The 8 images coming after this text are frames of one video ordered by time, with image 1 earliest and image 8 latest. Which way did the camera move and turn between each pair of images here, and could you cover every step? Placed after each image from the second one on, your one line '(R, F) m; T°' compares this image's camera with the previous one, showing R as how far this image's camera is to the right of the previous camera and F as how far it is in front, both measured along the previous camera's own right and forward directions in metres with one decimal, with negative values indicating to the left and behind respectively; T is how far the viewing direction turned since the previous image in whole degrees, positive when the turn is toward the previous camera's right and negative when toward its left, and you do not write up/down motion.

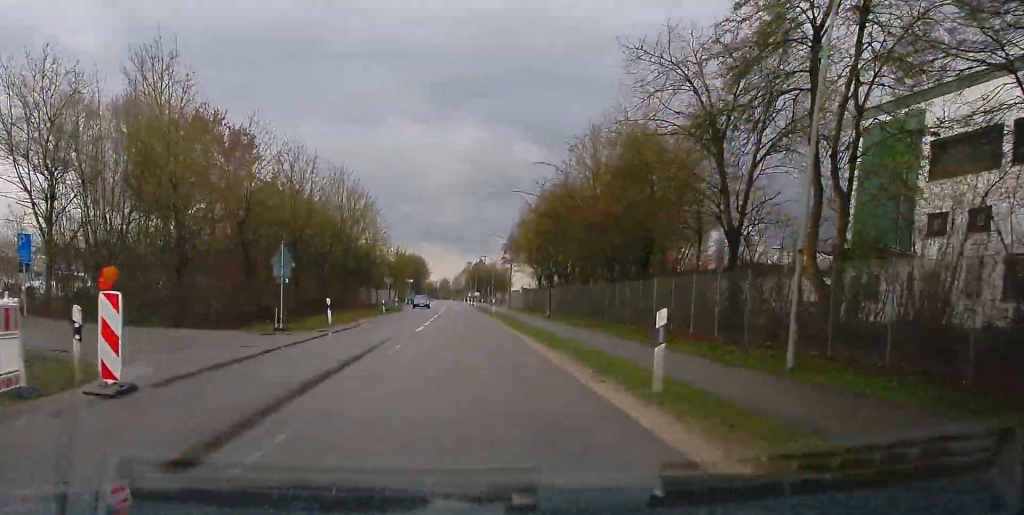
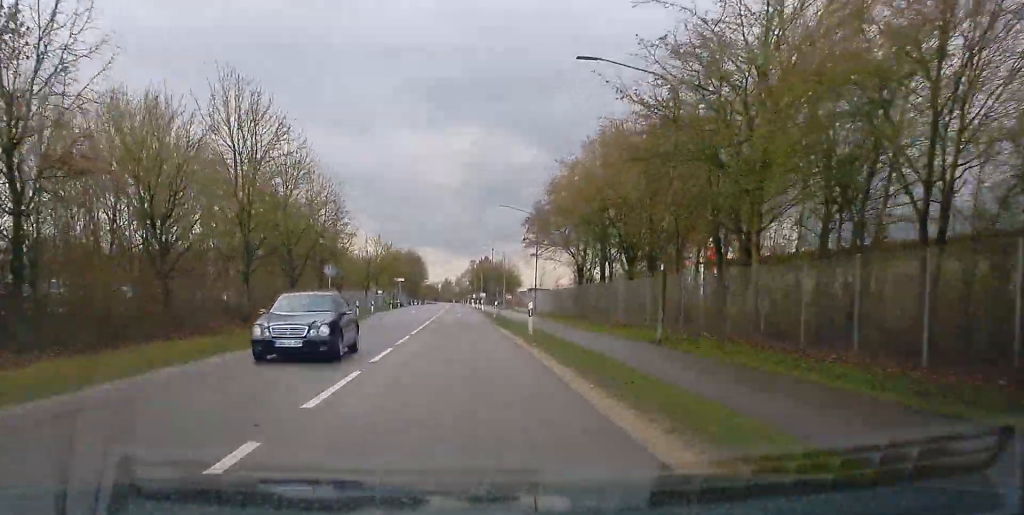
(-0.4, +32.0) m; 0°
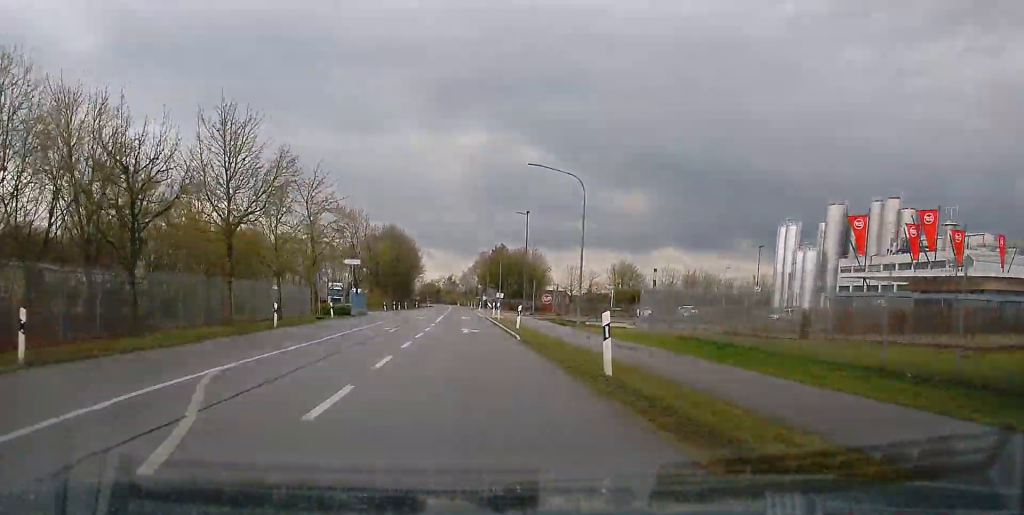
(+0.3, +63.6) m; 0°
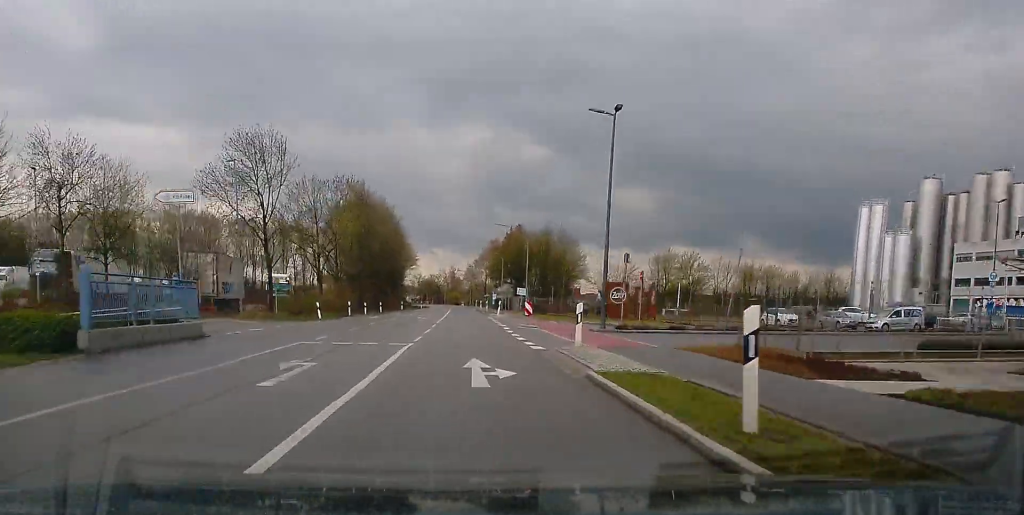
(-0.4, +42.9) m; 0°
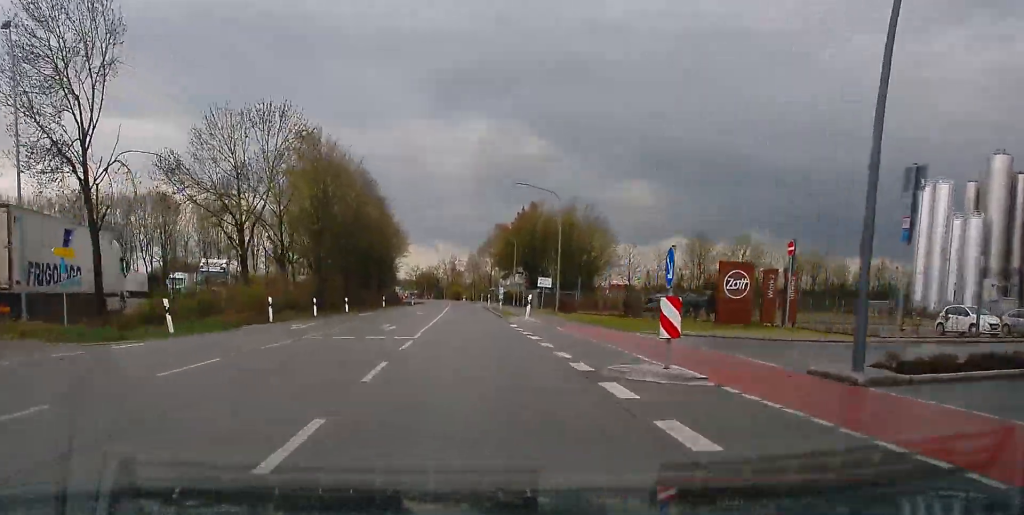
(+0.2, +23.7) m; 0°
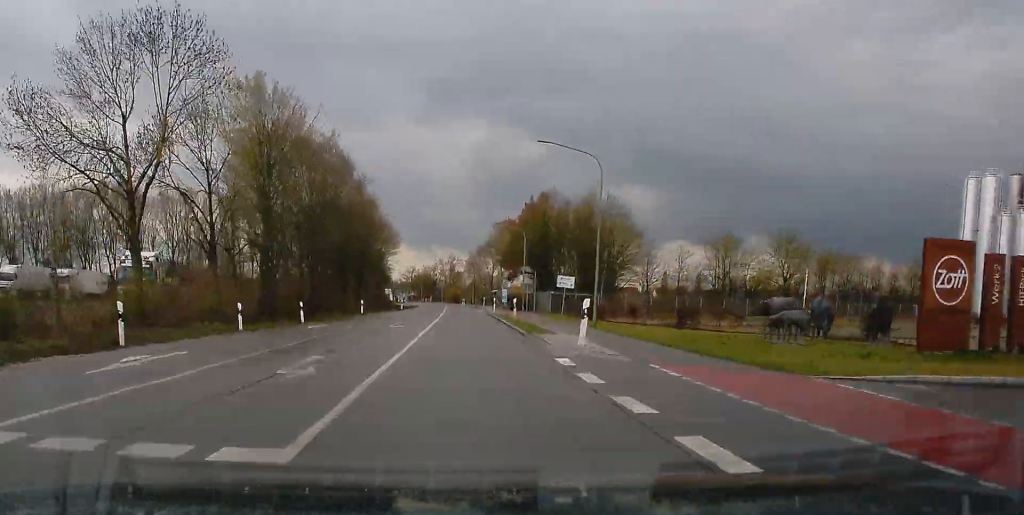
(+0.1, +14.8) m; 0°
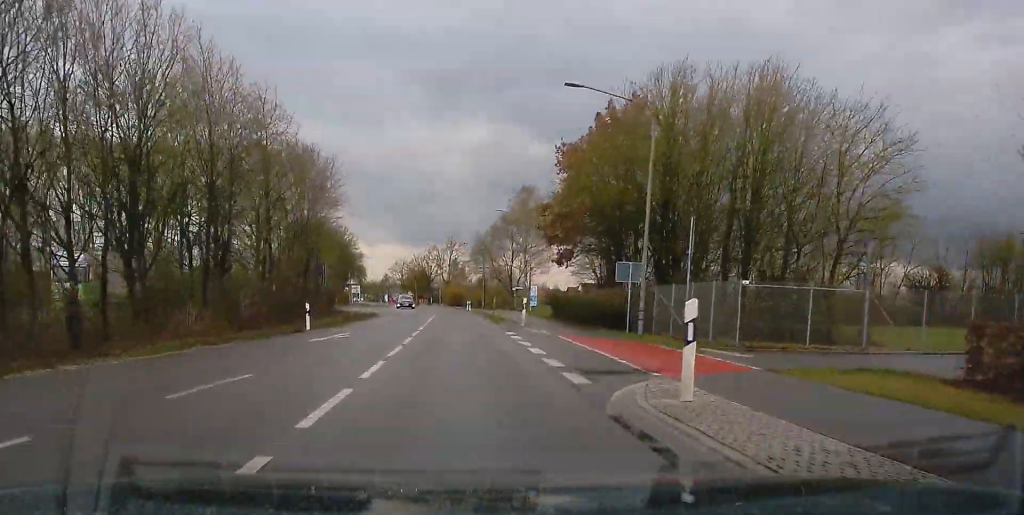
(-0.5, +48.3) m; -1°
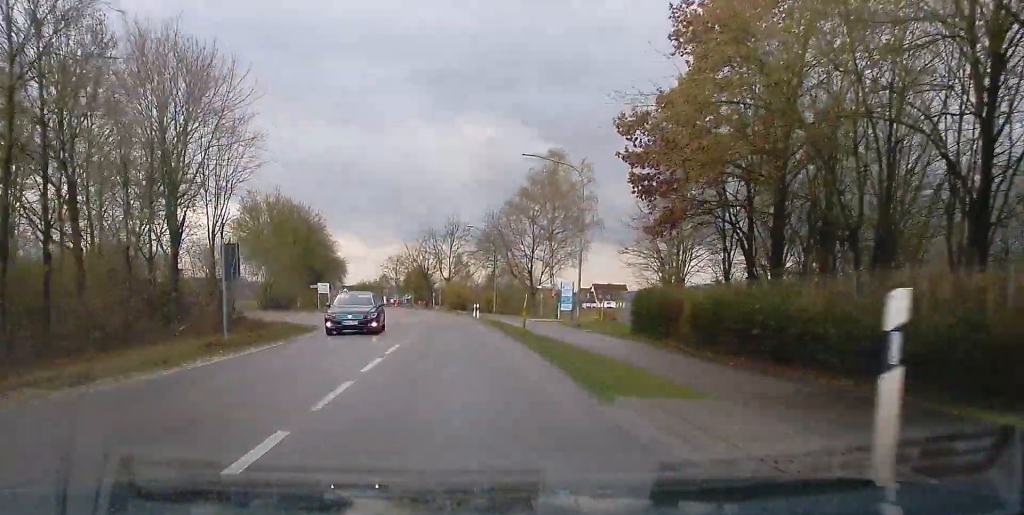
(0.0, +25.5) m; -1°
